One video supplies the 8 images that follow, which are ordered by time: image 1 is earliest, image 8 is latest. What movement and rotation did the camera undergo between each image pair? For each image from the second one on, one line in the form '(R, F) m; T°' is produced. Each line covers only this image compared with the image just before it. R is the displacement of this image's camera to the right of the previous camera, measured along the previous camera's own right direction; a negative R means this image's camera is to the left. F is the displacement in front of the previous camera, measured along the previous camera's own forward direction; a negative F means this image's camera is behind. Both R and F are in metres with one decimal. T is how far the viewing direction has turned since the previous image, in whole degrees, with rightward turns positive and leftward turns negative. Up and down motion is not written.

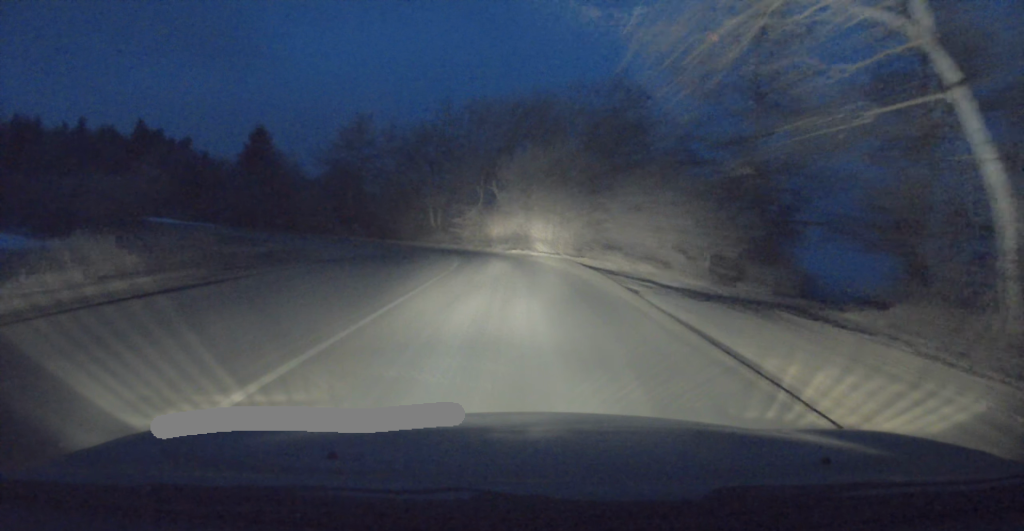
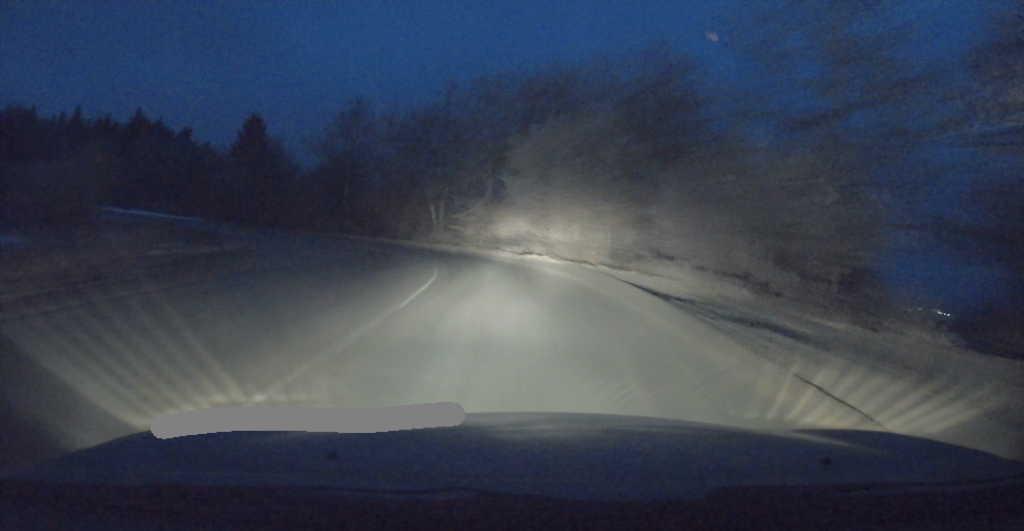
(-0.1, +8.6) m; -2°
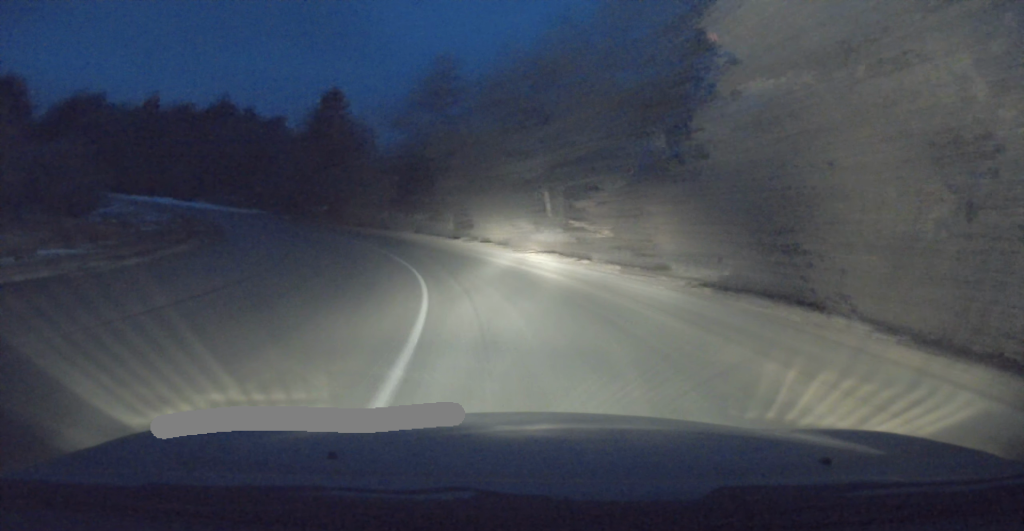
(-1.4, +18.4) m; -12°
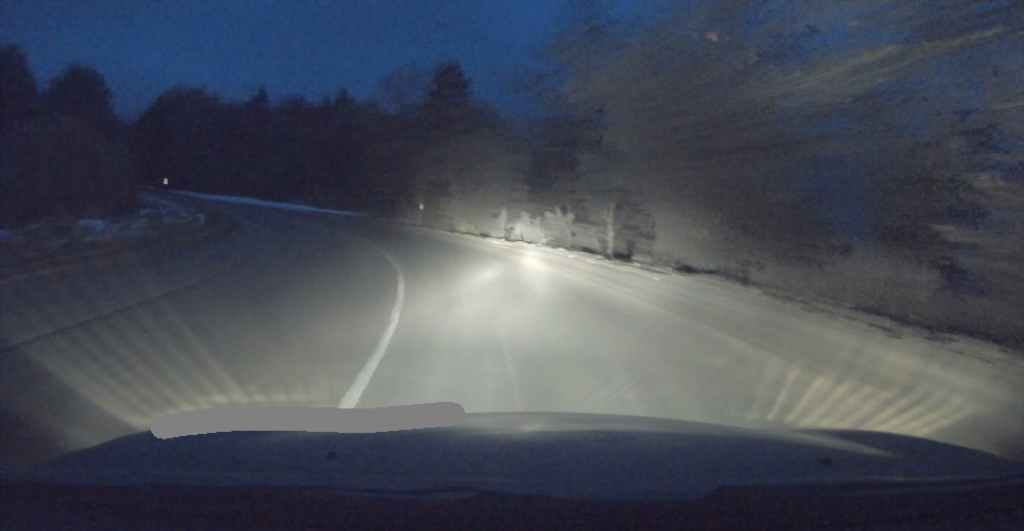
(-1.9, +17.4) m; -13°
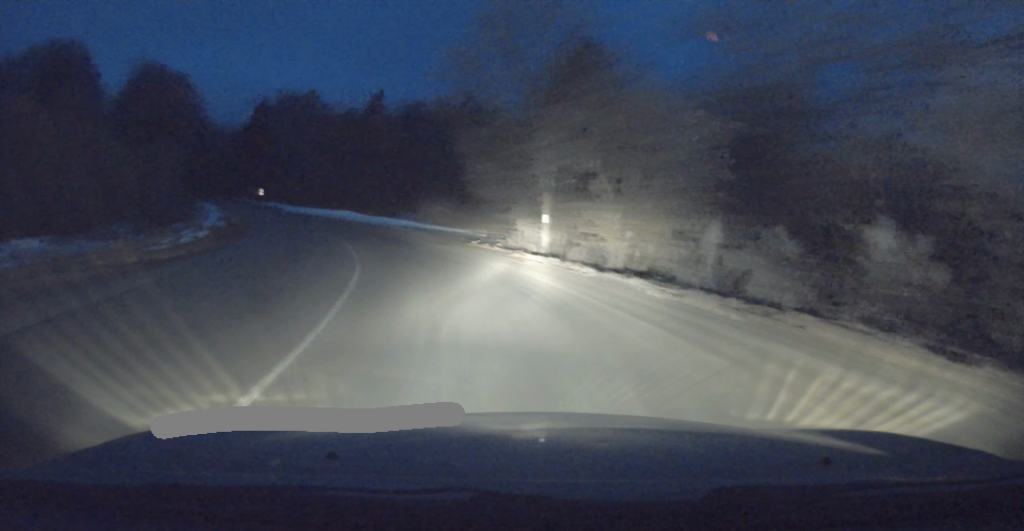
(-1.5, +15.2) m; -13°
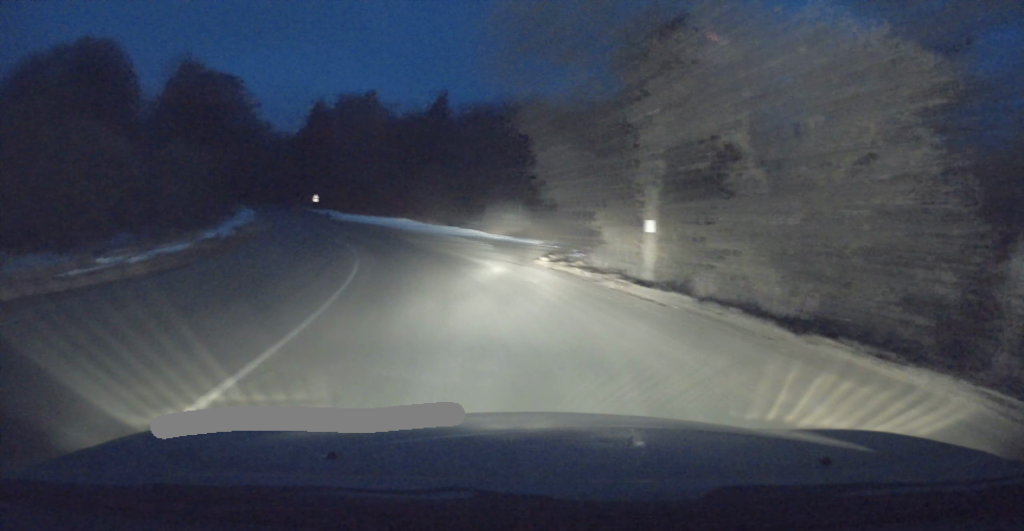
(-0.7, +7.1) m; -7°
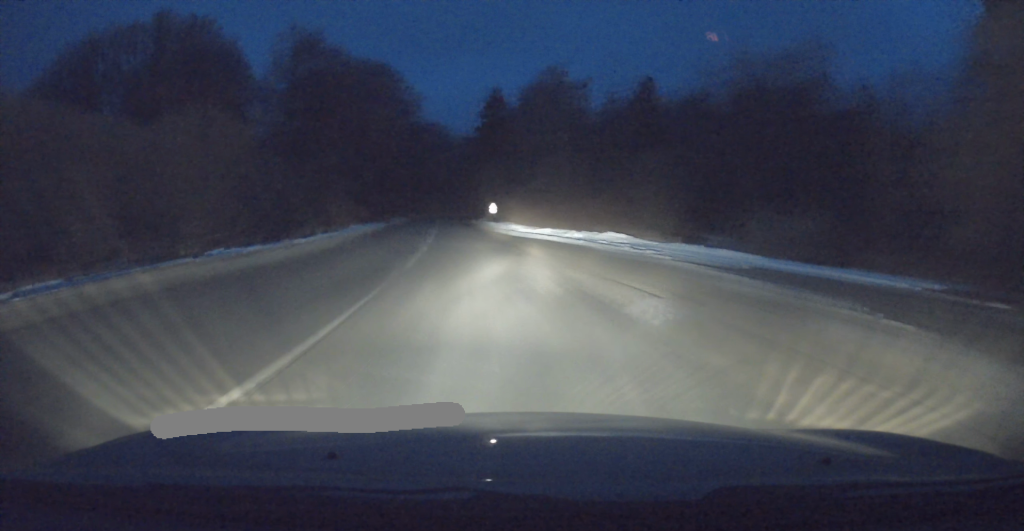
(-3.7, +21.5) m; -18°
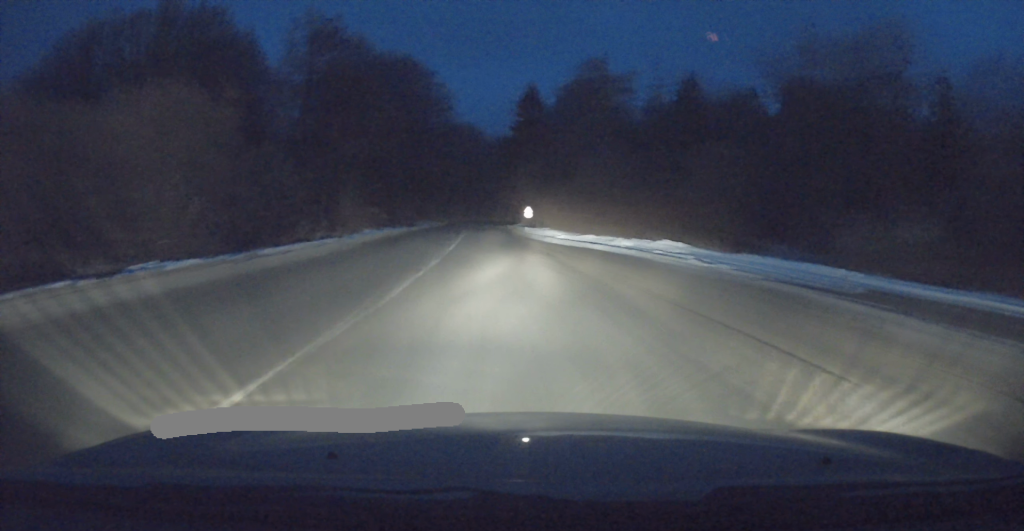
(-0.2, +5.4) m; -3°
